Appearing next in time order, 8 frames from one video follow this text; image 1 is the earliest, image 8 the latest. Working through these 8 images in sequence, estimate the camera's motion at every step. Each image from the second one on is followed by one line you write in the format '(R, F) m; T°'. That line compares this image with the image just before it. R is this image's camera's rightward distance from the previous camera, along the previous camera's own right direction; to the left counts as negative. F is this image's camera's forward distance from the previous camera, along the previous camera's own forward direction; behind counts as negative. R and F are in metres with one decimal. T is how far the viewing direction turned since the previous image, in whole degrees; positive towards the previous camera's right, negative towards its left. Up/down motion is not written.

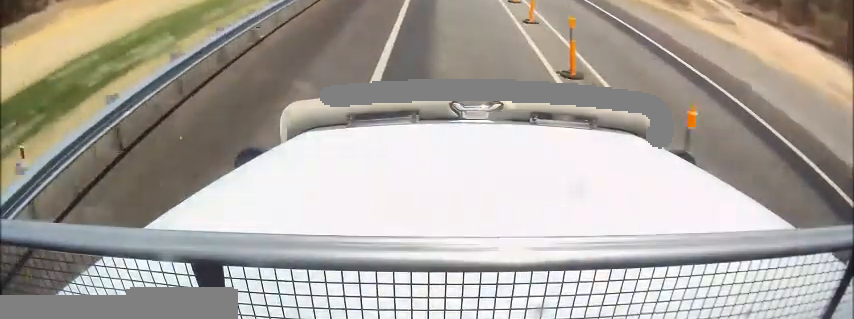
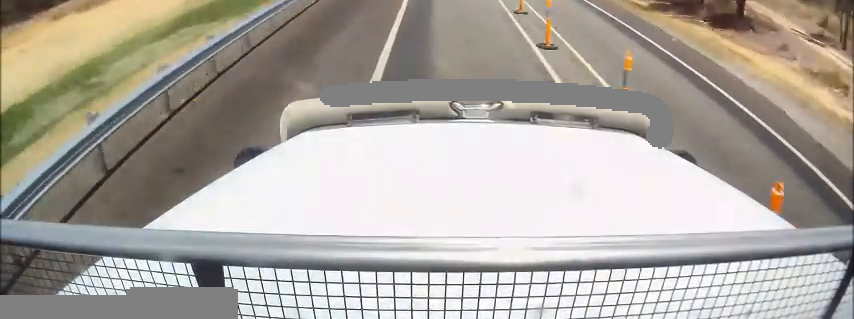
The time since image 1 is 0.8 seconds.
(-0.6, +14.4) m; -2°
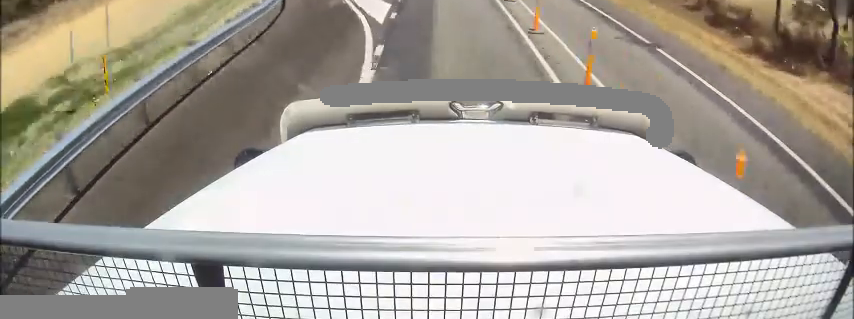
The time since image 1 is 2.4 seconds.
(+0.9, +28.5) m; +1°
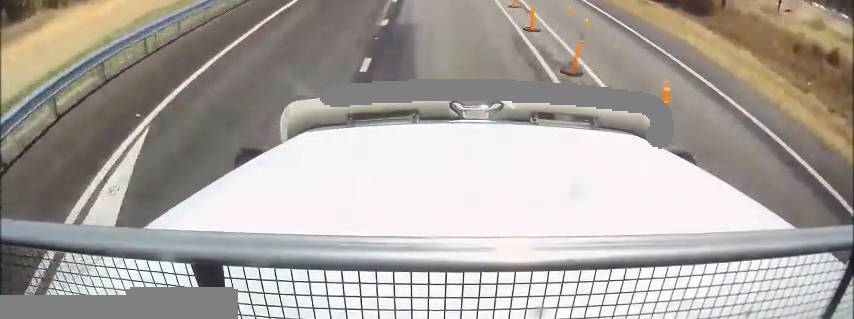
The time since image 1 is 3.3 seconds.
(-0.6, +17.2) m; -2°
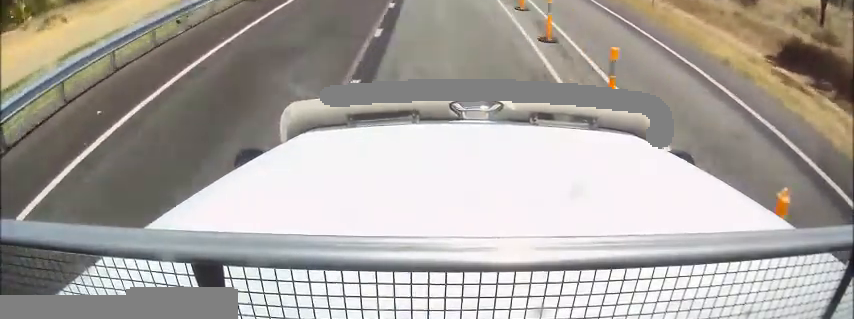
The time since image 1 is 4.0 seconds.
(-0.2, +13.7) m; -1°
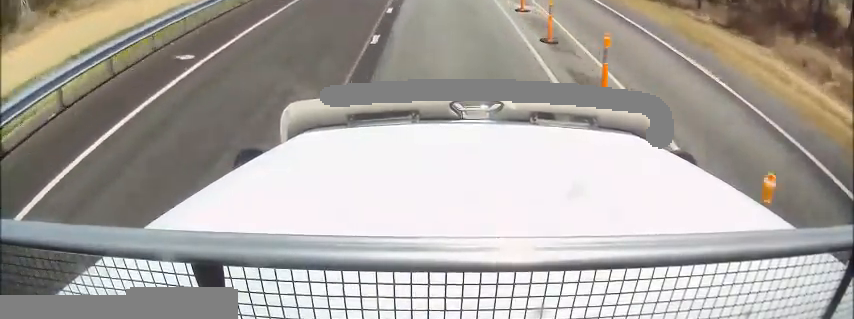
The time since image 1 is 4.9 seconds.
(0.0, +16.9) m; 0°
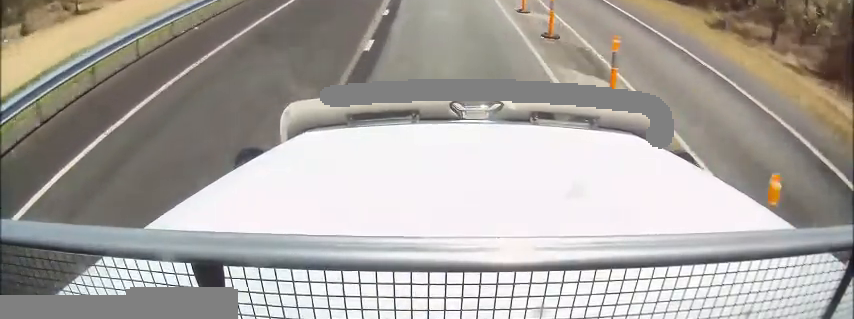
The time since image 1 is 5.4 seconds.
(-0.1, +8.2) m; 0°
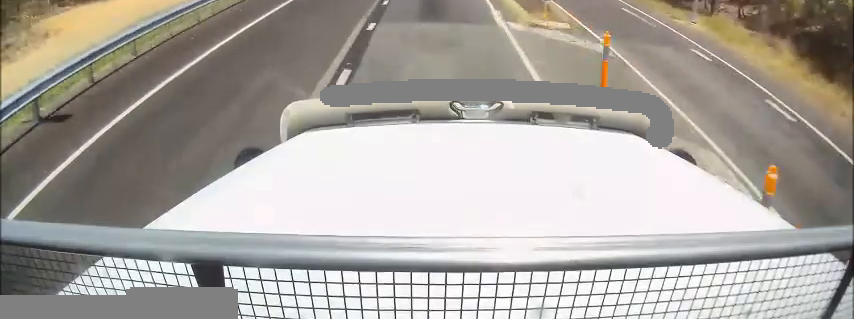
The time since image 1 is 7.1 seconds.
(+1.4, +33.6) m; +3°
